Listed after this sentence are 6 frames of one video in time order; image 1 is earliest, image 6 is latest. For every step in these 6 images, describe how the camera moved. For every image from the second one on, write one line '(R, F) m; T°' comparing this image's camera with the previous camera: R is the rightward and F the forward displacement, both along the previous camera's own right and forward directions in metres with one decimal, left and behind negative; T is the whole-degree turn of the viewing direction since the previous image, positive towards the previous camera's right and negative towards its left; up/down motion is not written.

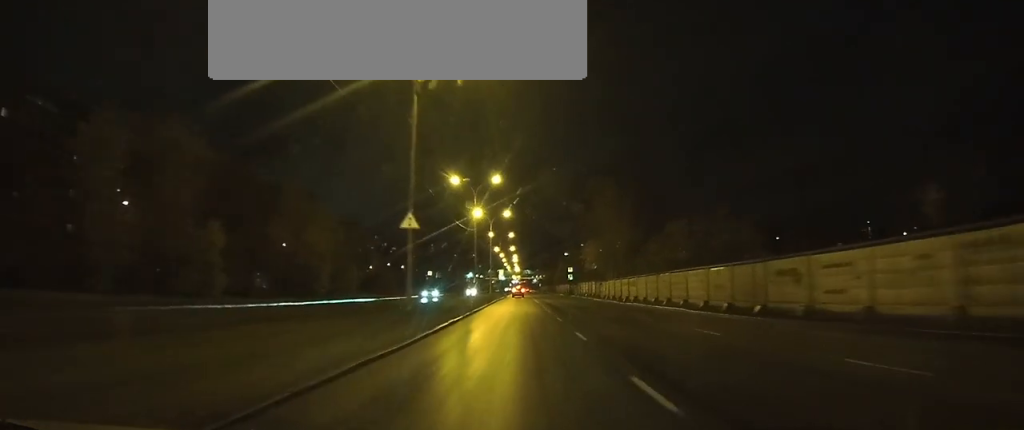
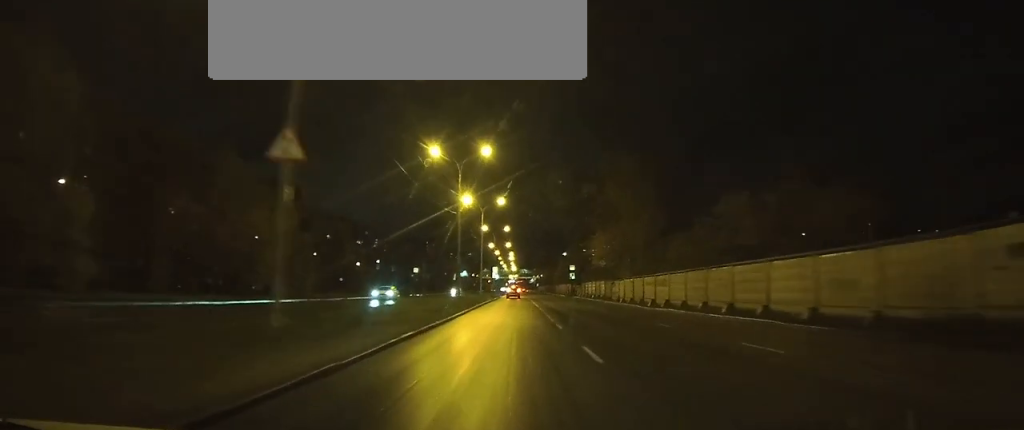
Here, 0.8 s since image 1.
(0.0, +14.0) m; 0°
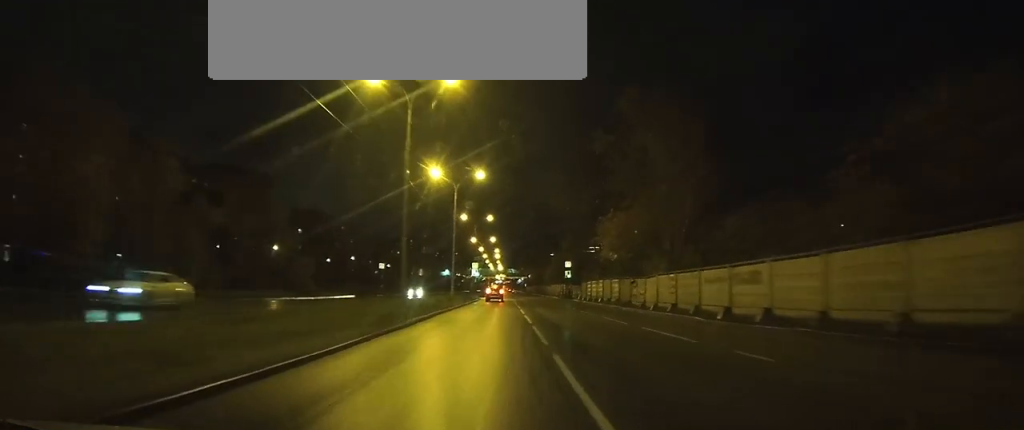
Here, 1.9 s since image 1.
(0.0, +20.1) m; 0°
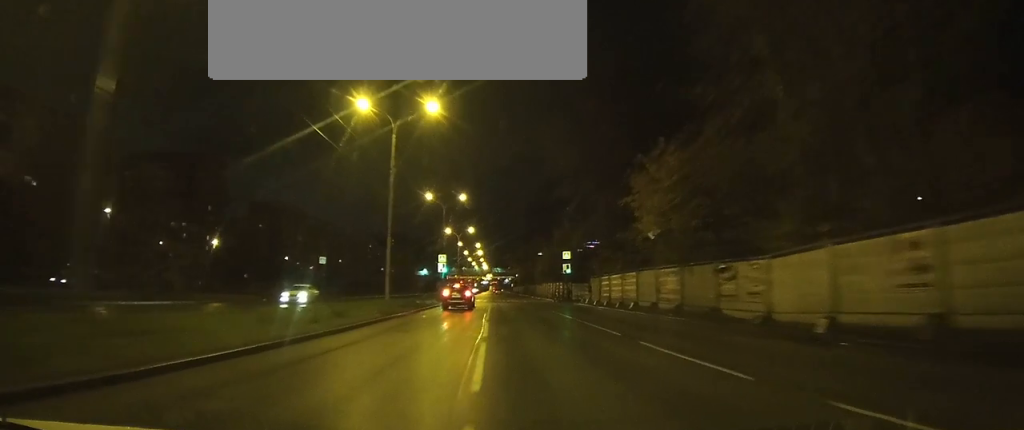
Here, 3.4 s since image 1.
(0.0, +25.6) m; 0°
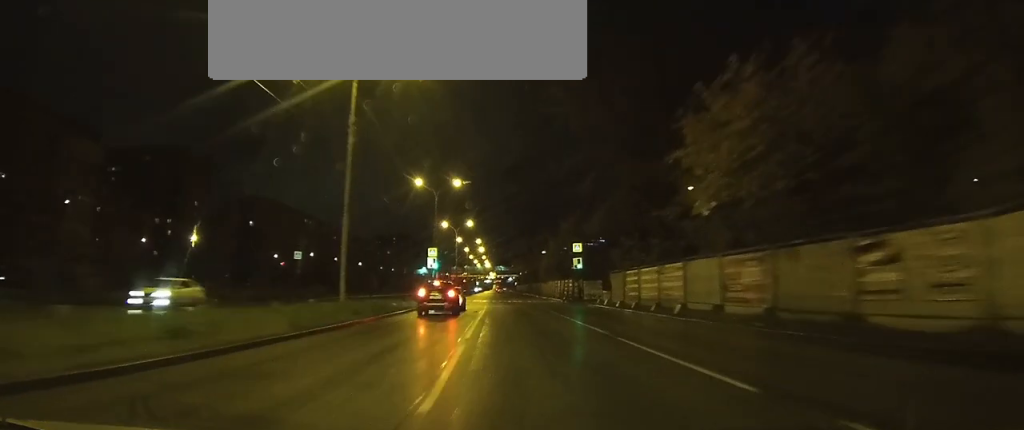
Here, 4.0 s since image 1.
(0.0, +10.8) m; 0°
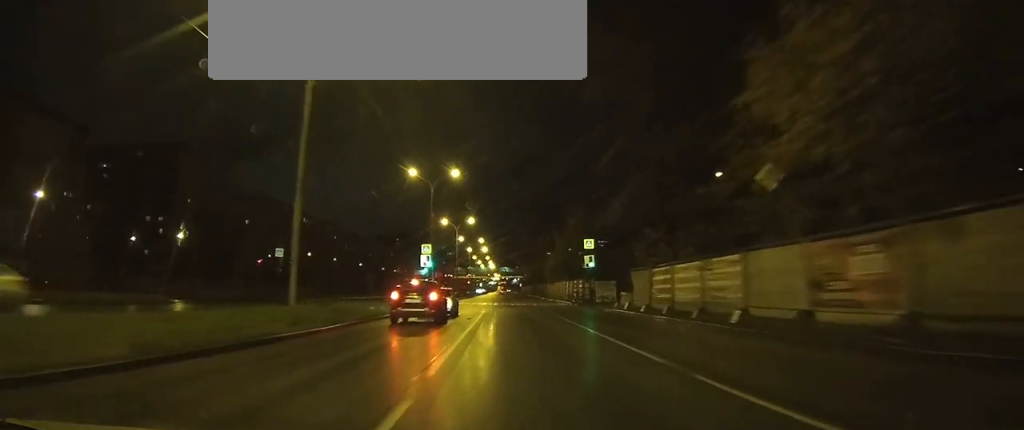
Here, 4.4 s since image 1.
(0.0, +7.2) m; 0°
